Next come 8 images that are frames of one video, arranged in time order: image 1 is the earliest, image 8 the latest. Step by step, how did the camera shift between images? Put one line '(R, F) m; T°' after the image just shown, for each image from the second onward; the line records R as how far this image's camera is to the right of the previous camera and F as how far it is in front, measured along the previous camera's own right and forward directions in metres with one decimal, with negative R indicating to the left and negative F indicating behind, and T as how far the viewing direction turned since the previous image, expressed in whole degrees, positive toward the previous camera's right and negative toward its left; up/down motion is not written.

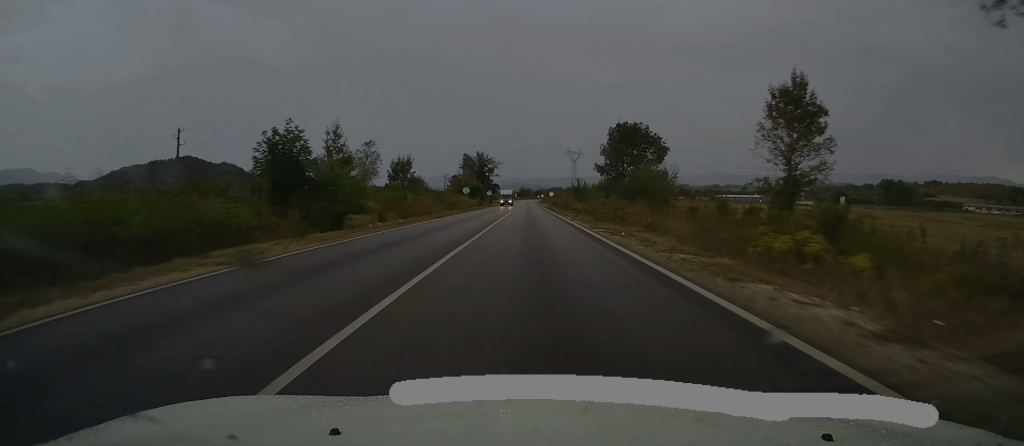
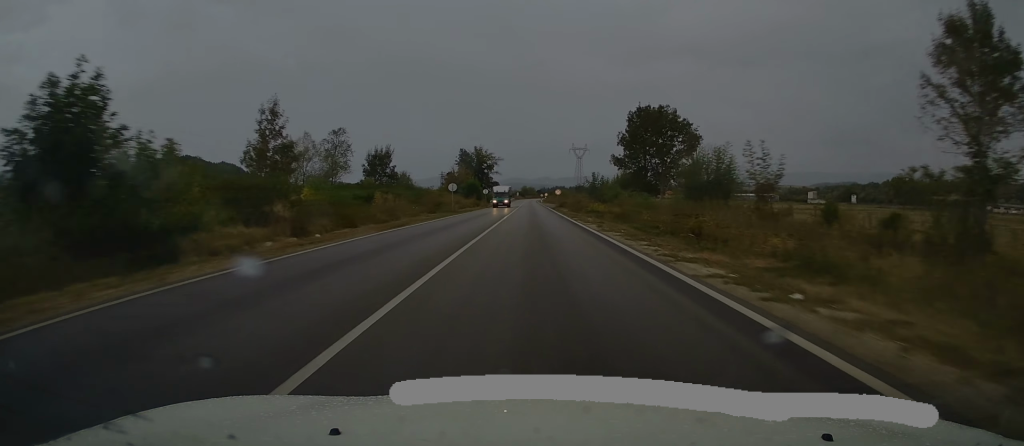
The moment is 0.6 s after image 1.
(0.0, +14.0) m; 0°
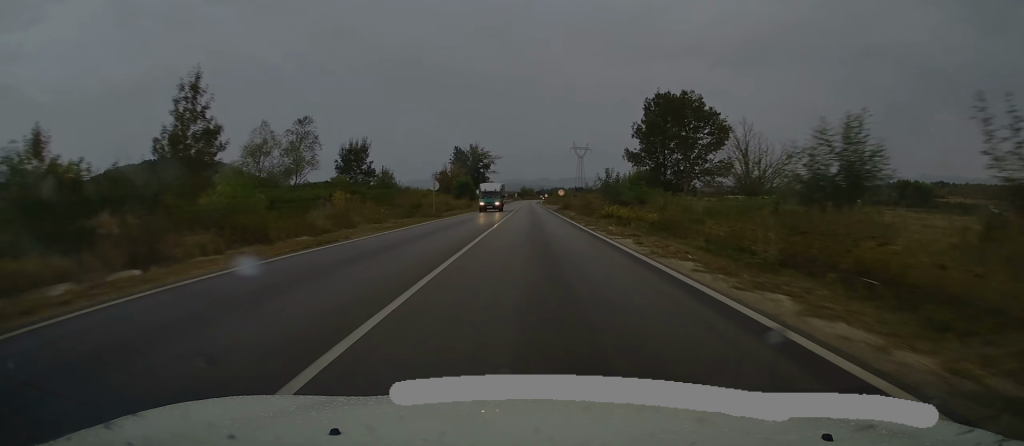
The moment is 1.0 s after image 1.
(0.0, +10.0) m; 0°
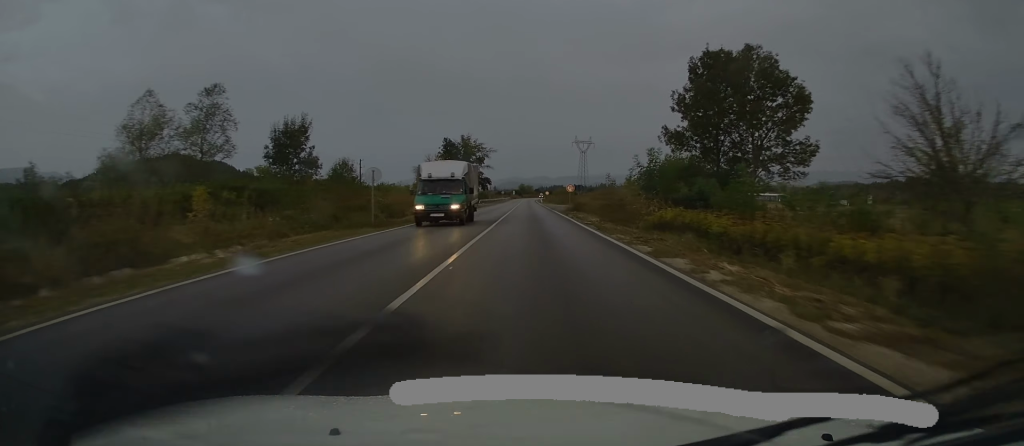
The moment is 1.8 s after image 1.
(0.0, +16.9) m; 0°
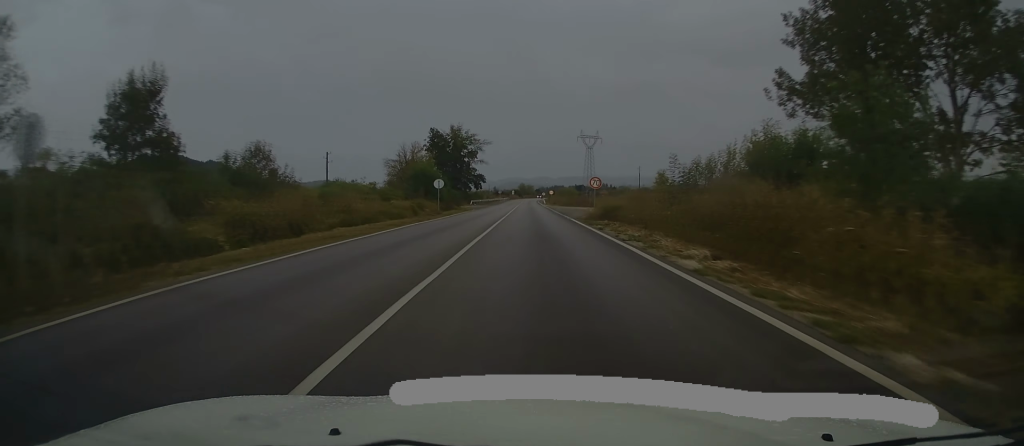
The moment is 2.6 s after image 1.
(-0.1, +19.7) m; 0°
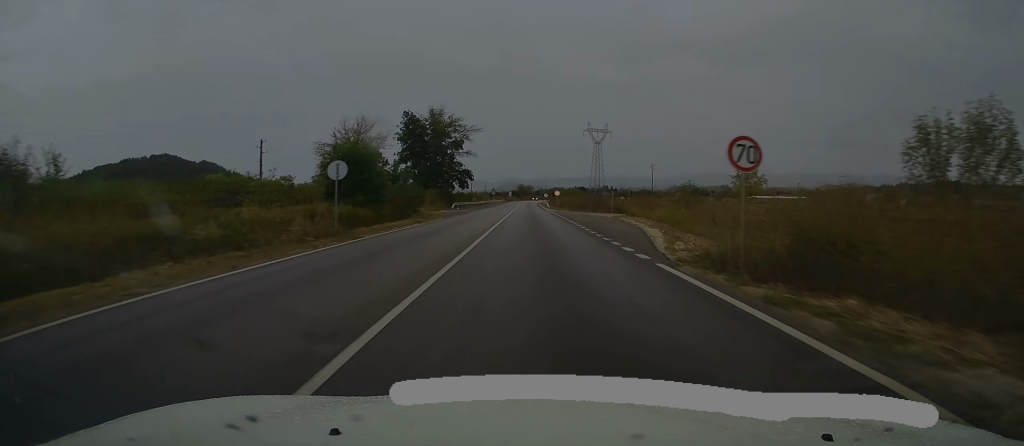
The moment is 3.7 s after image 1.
(+0.1, +24.4) m; 0°
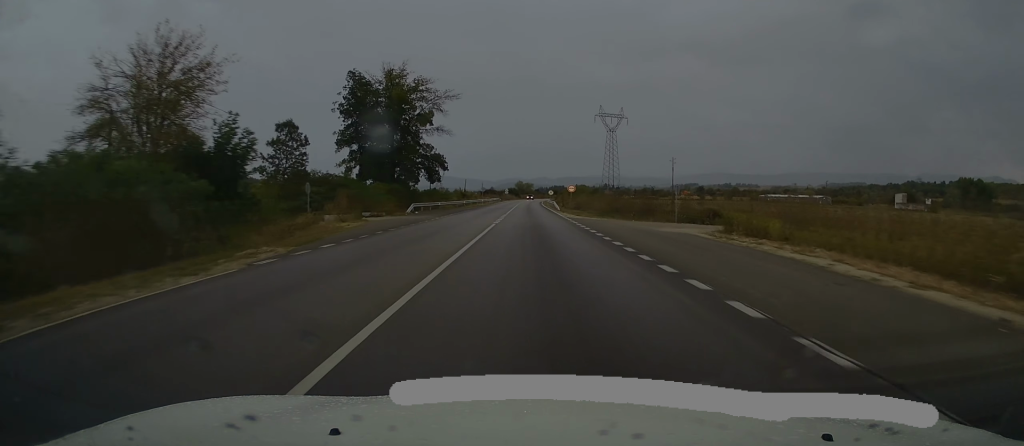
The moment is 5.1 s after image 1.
(0.0, +28.5) m; 0°
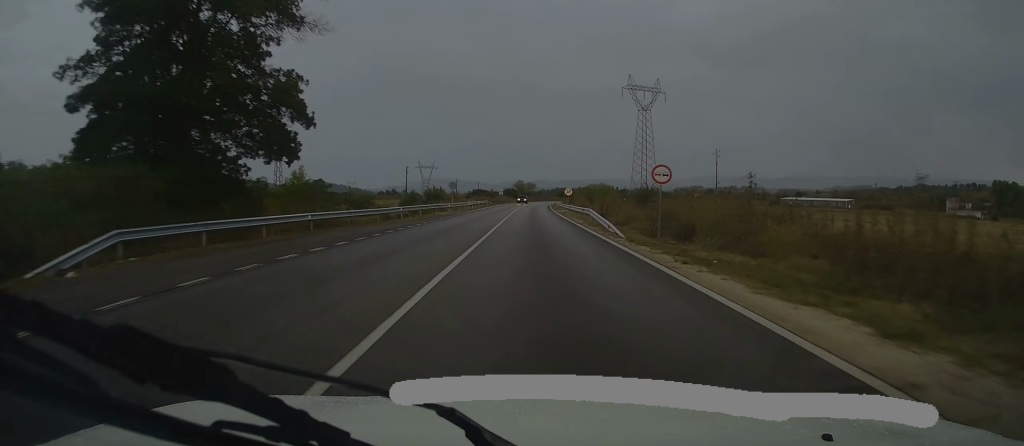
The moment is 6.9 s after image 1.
(+0.1, +38.5) m; 0°
